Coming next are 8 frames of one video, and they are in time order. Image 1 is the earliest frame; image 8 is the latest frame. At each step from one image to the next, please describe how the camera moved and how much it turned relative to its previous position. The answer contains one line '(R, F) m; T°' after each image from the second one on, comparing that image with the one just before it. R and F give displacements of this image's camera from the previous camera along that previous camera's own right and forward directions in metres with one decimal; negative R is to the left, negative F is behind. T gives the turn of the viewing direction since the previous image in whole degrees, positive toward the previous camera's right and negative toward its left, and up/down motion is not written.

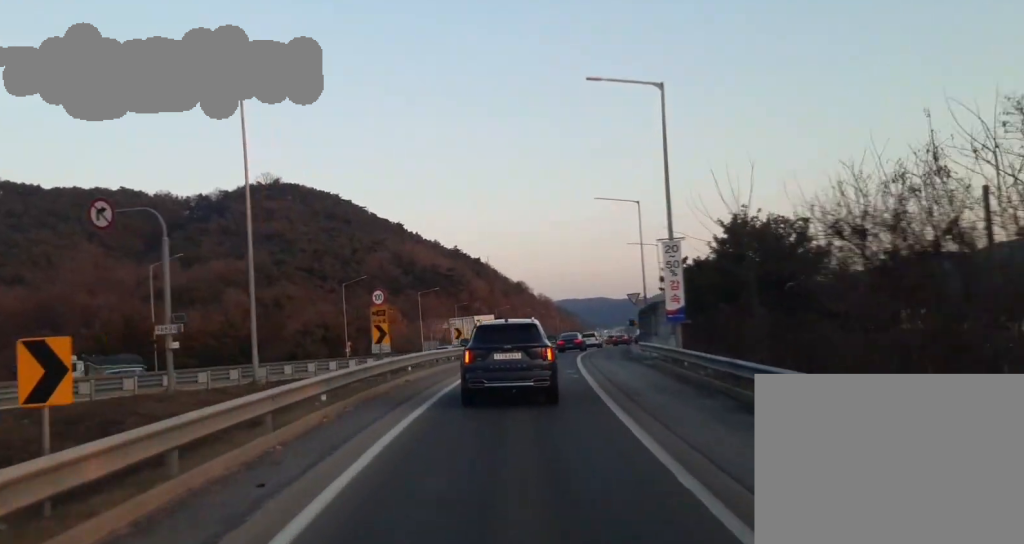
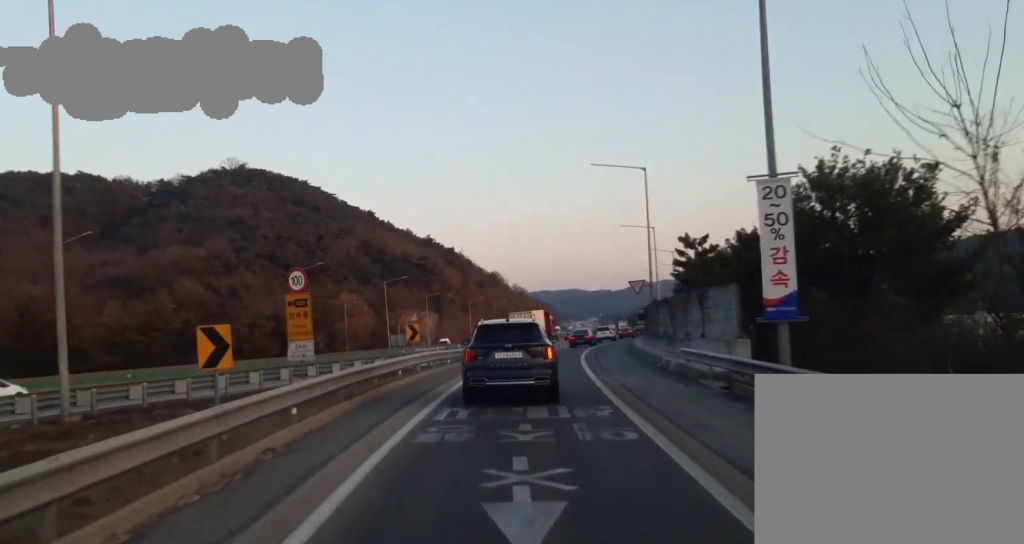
(+0.8, +15.1) m; +4°
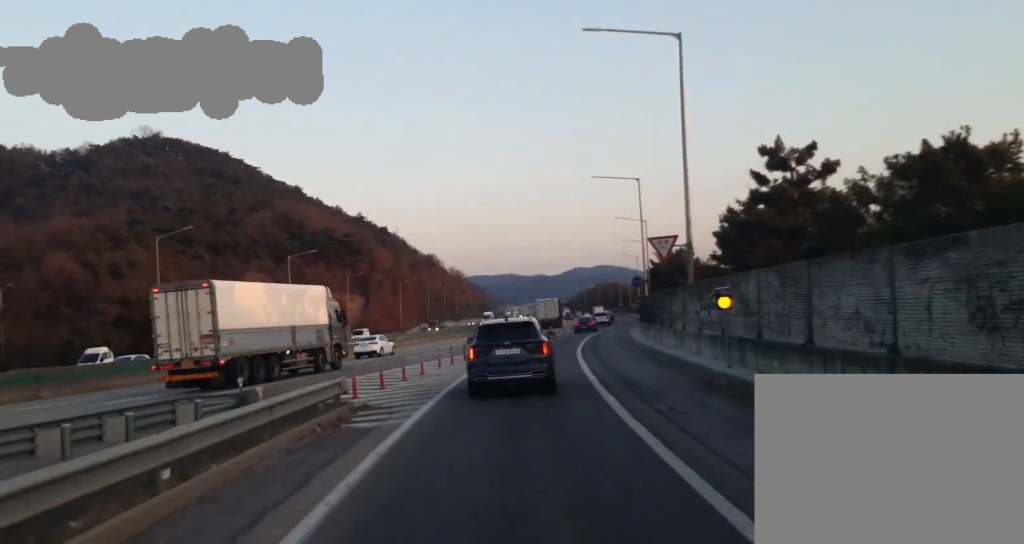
(+1.4, +29.5) m; +4°
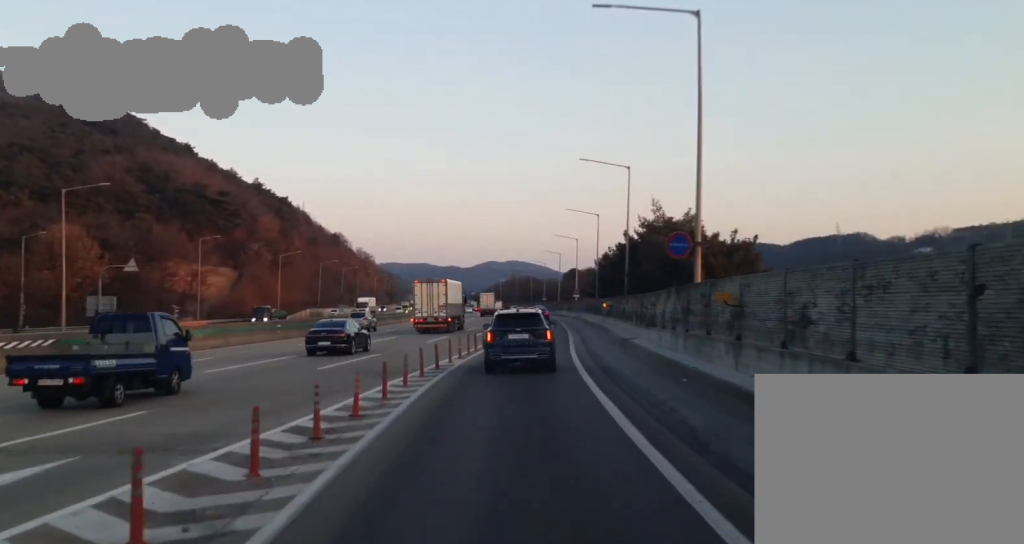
(+2.1, +41.6) m; +6°
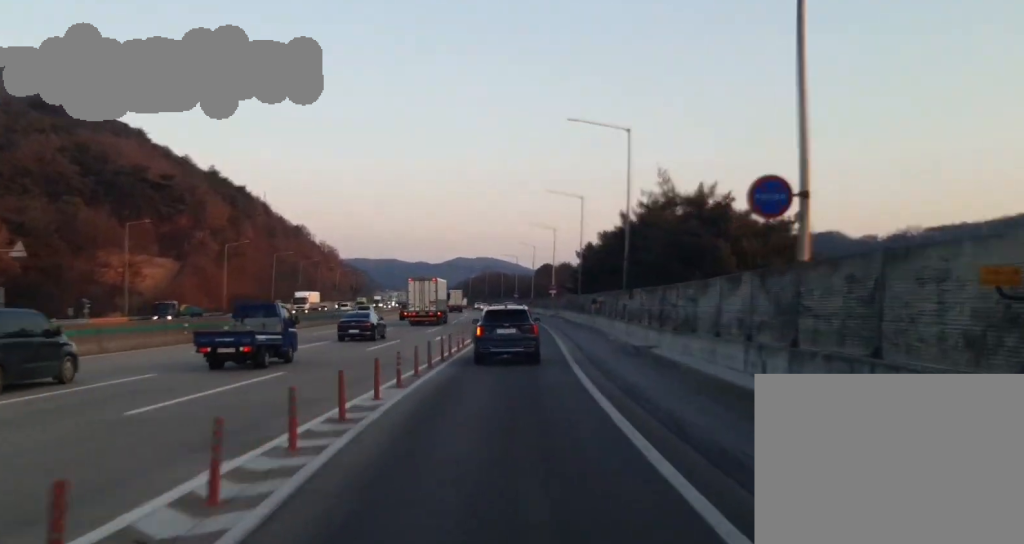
(+0.4, +12.9) m; +2°
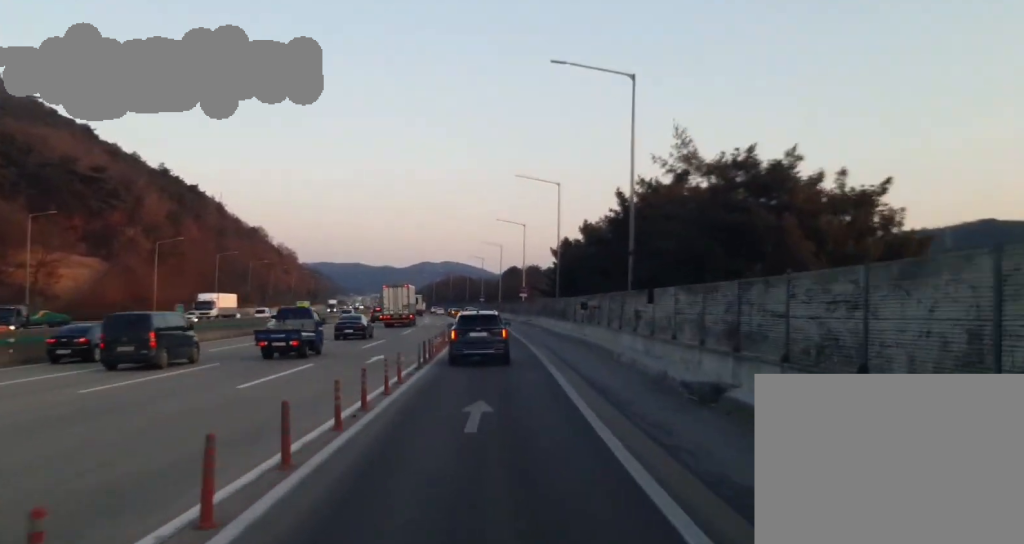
(0.0, +14.7) m; +1°
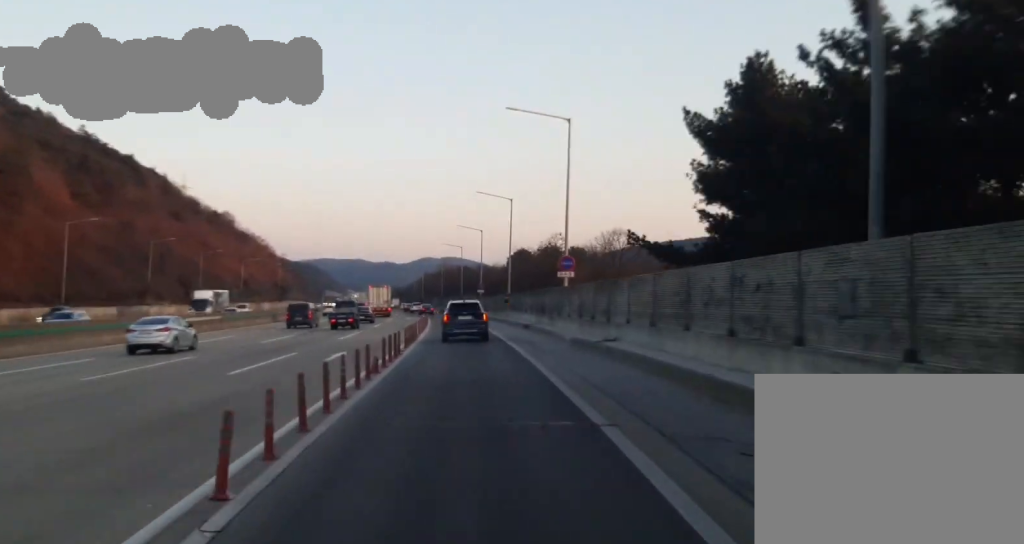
(+2.5, +60.3) m; +3°
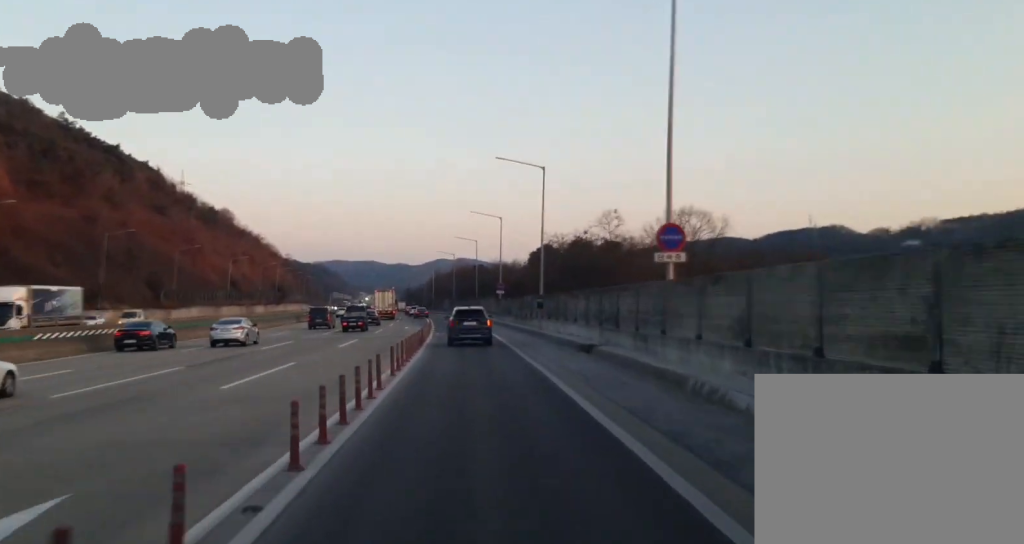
(0.0, +23.0) m; -1°
